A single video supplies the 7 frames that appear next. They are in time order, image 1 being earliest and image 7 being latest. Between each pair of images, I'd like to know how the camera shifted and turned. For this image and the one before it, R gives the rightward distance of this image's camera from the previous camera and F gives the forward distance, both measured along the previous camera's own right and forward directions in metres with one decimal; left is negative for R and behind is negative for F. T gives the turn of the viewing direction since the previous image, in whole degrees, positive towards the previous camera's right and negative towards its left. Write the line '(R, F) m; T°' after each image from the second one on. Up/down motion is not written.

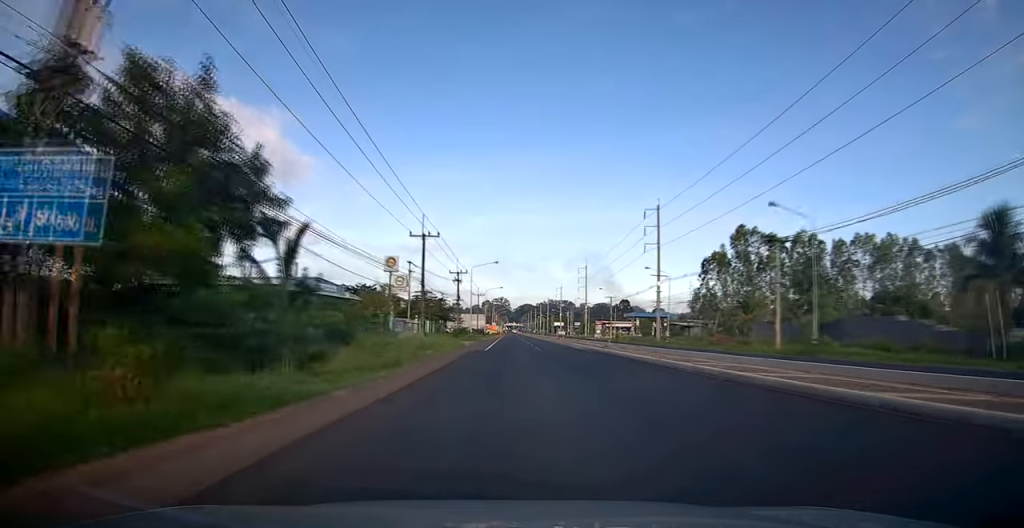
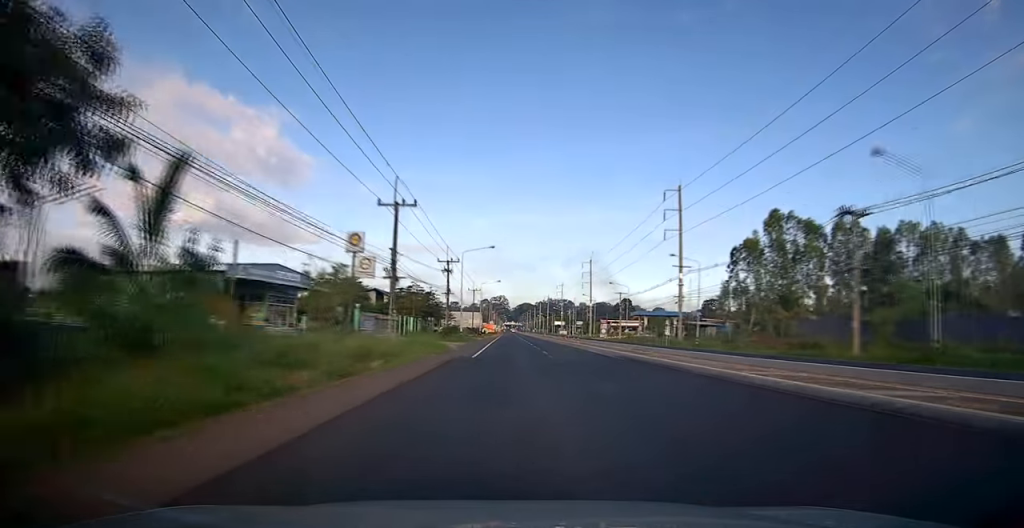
(+0.2, +11.3) m; 0°
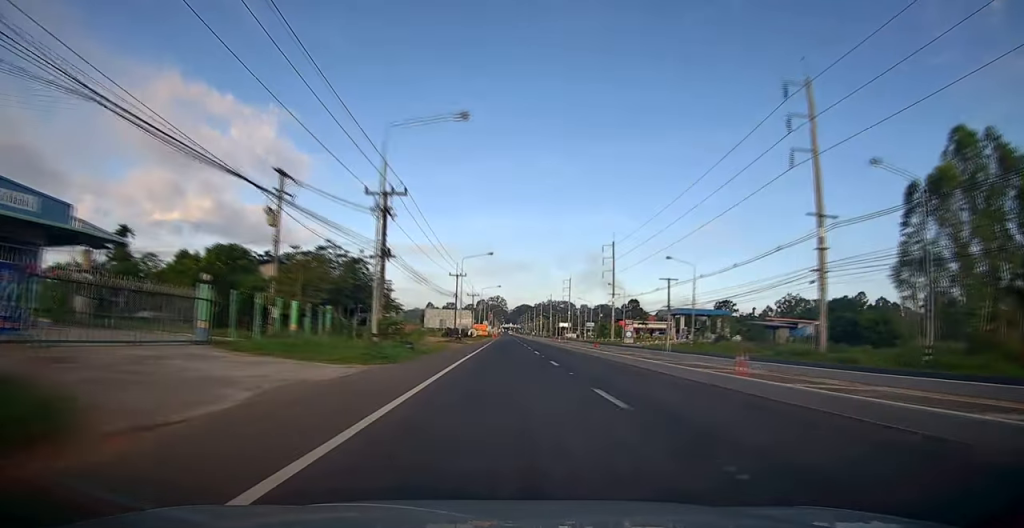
(-0.1, +33.9) m; +1°
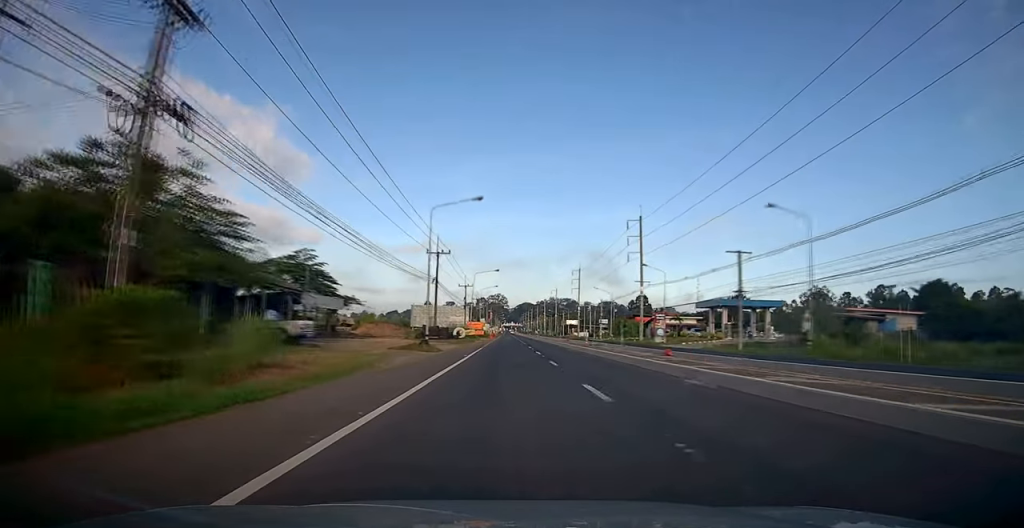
(+0.1, +23.1) m; -1°
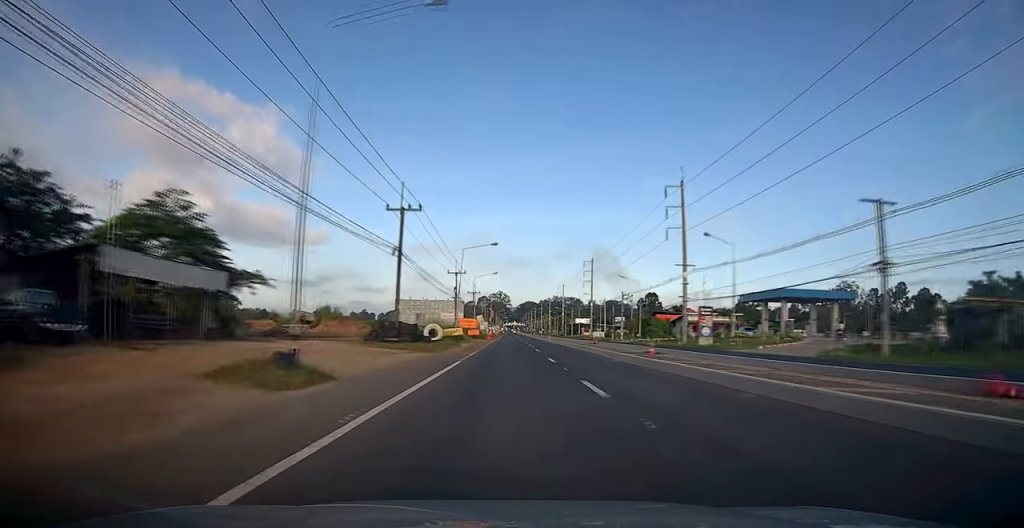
(-0.2, +20.9) m; 0°
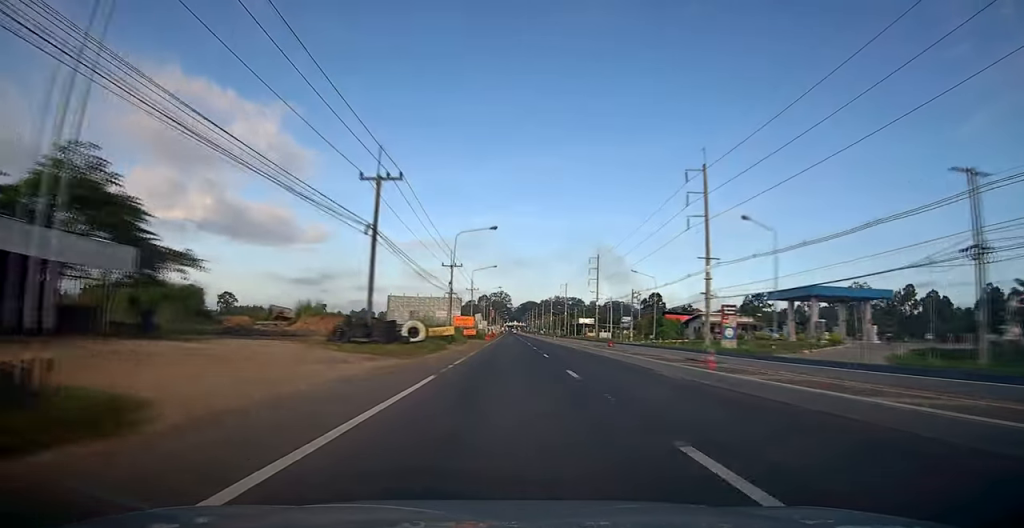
(+0.1, +7.6) m; 0°
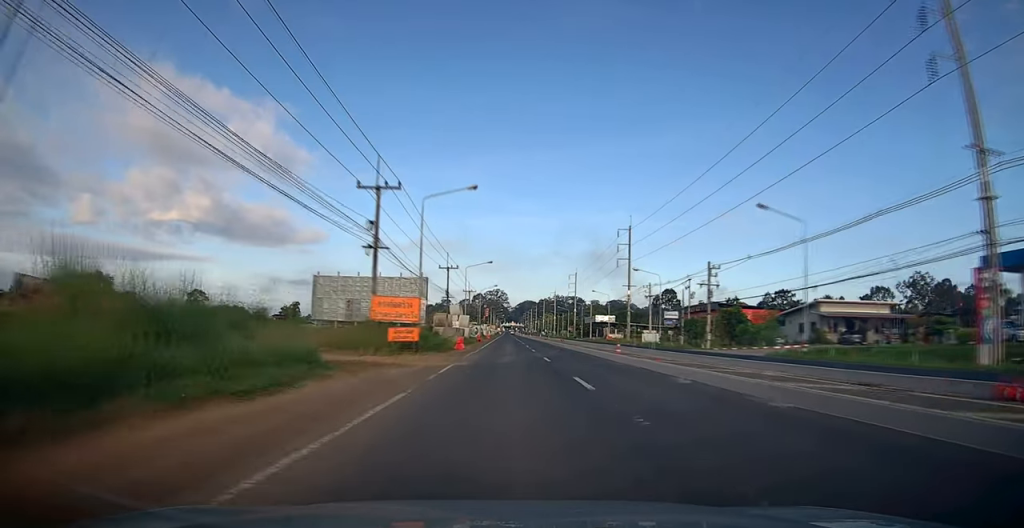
(+0.3, +38.9) m; 0°
